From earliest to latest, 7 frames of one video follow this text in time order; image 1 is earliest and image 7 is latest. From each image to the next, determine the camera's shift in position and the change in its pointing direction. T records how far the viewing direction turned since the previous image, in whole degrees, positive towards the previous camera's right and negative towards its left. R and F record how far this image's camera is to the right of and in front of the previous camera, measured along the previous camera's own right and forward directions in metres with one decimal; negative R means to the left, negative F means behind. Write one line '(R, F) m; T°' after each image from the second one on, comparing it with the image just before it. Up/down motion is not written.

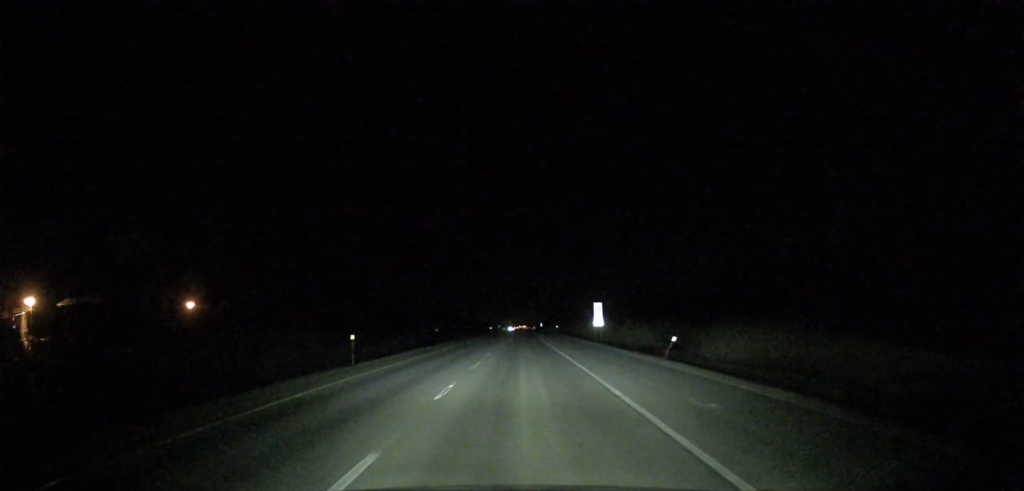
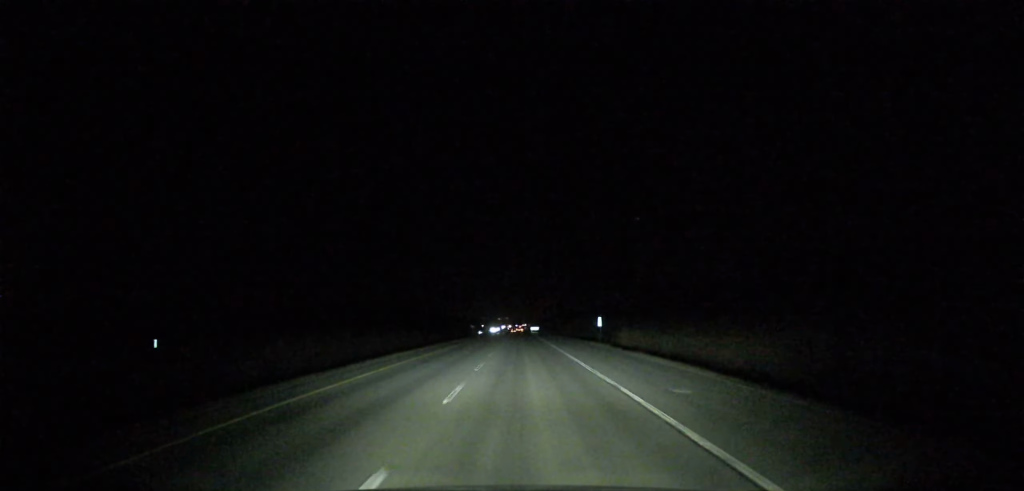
(0.0, +223.2) m; 0°
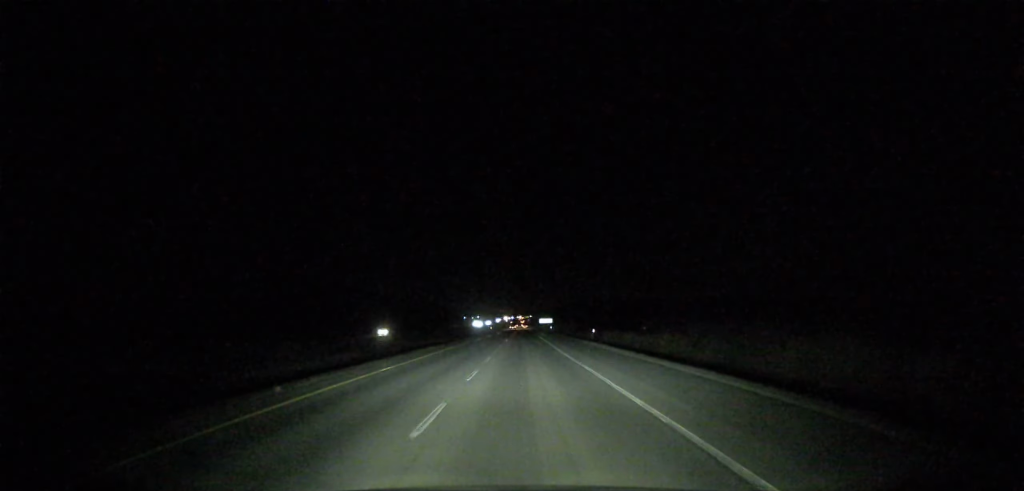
(+0.4, +223.1) m; 0°
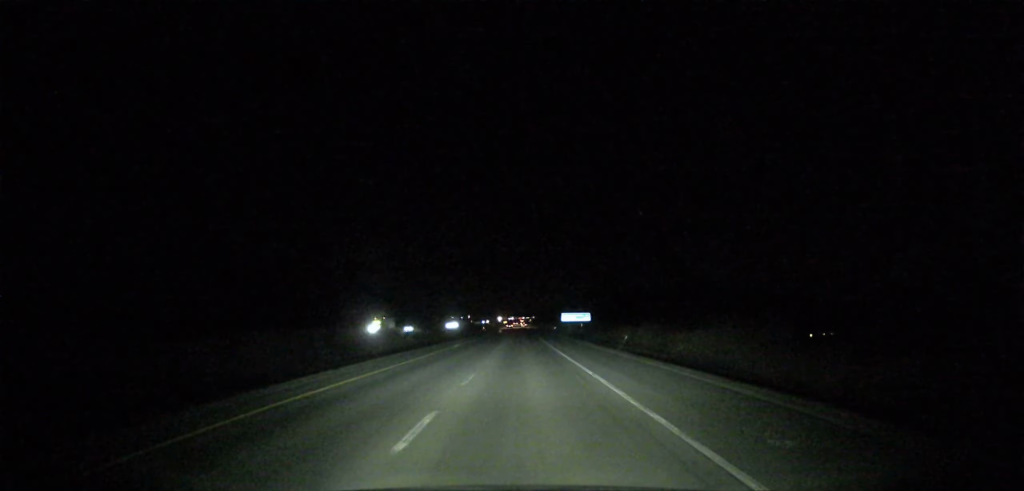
(+0.1, +200.3) m; 0°
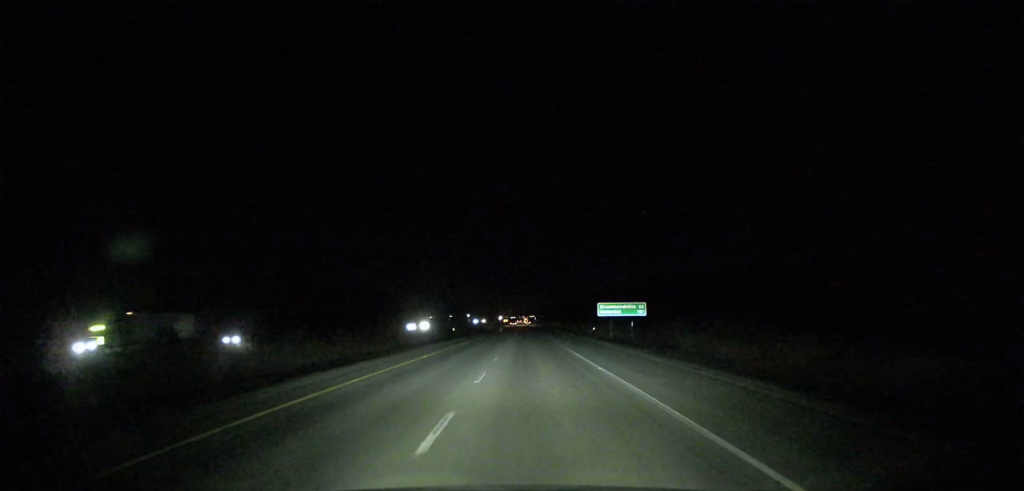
(+0.1, +66.1) m; 0°
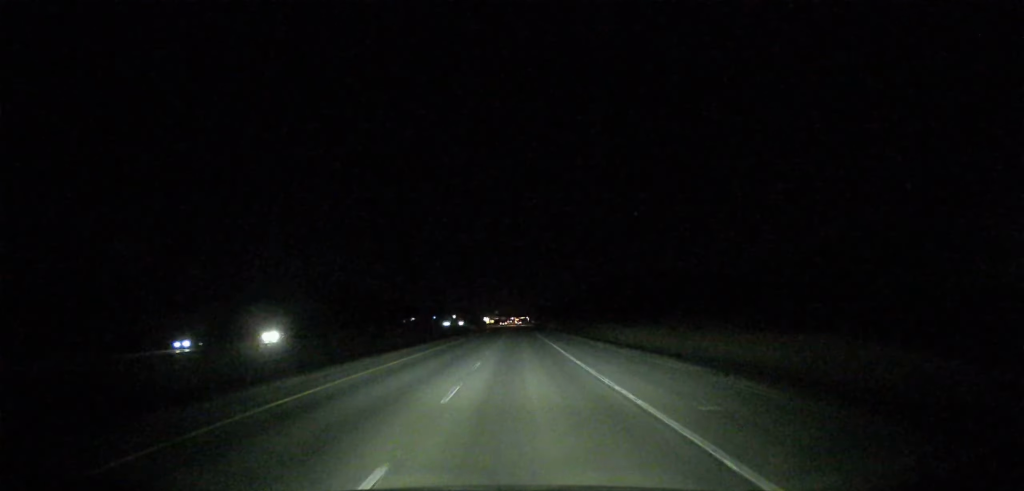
(+0.2, +85.6) m; 0°
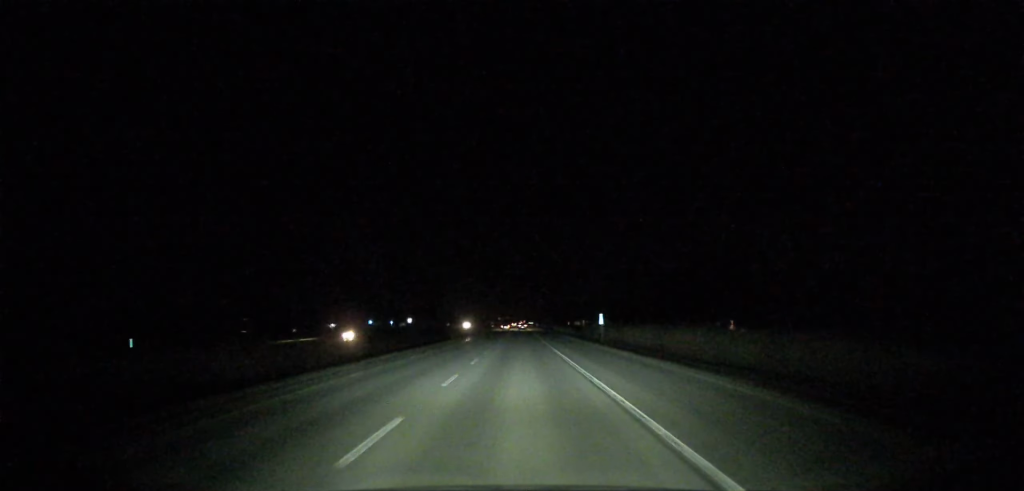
(+0.2, +400.8) m; 0°
